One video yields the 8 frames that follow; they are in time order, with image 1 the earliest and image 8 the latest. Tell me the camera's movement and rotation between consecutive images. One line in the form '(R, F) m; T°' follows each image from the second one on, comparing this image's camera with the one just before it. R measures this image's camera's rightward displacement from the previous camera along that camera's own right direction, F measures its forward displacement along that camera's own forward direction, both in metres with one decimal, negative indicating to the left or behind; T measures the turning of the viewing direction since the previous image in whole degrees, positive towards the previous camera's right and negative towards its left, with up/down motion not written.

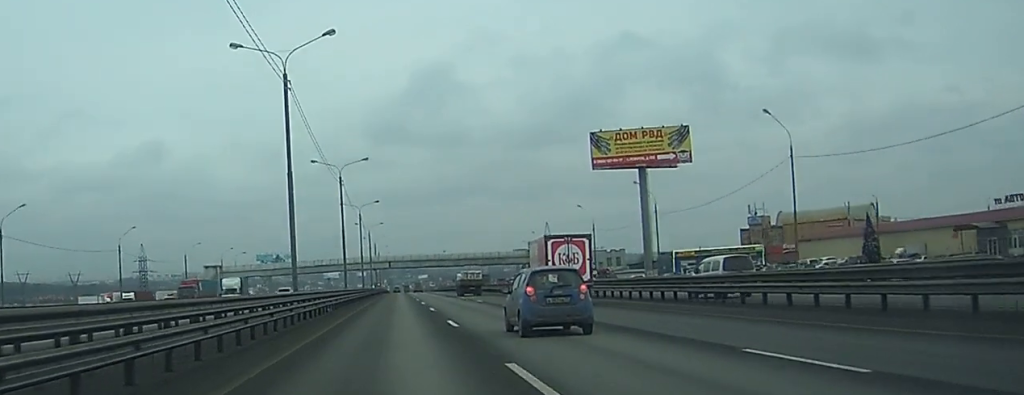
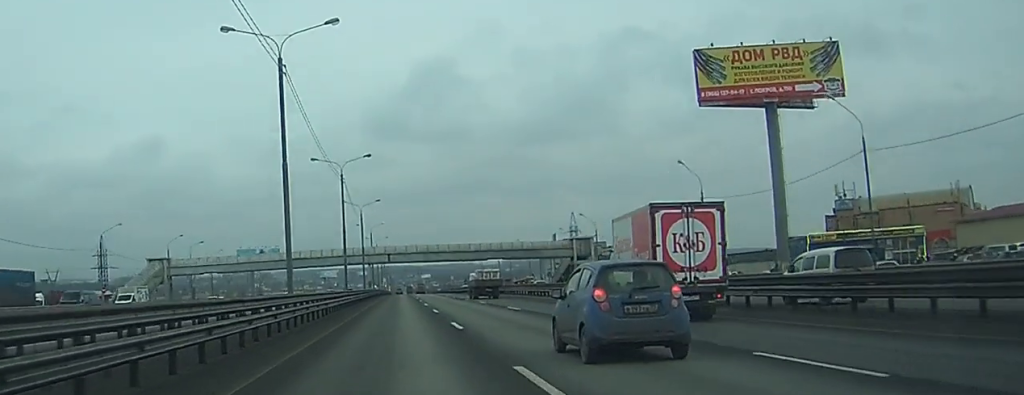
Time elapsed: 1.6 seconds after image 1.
(-0.1, +45.2) m; 0°
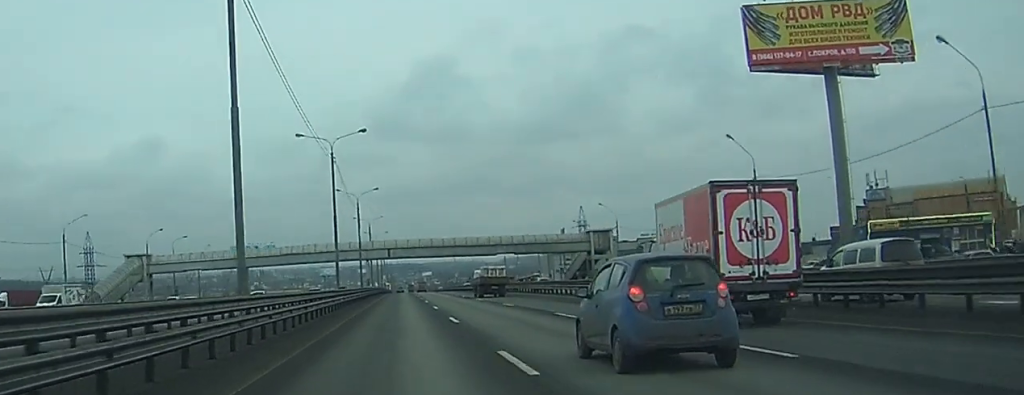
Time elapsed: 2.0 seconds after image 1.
(0.0, +11.8) m; 0°
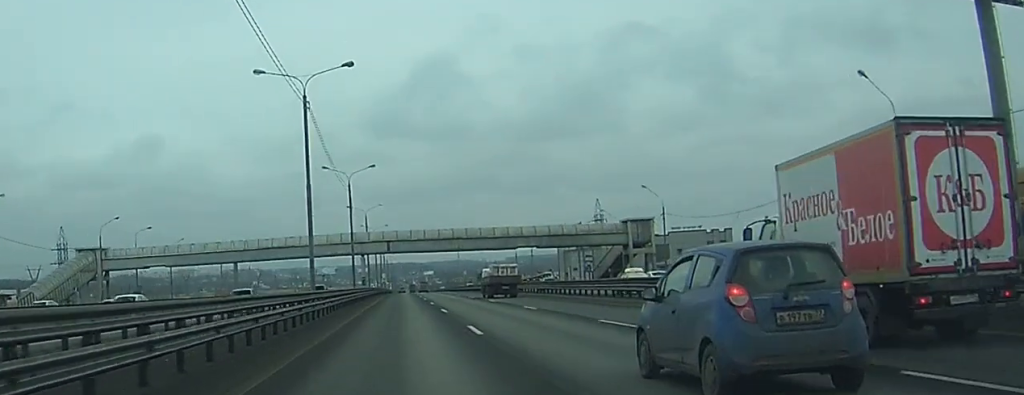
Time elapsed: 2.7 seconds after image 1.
(0.0, +19.2) m; +1°
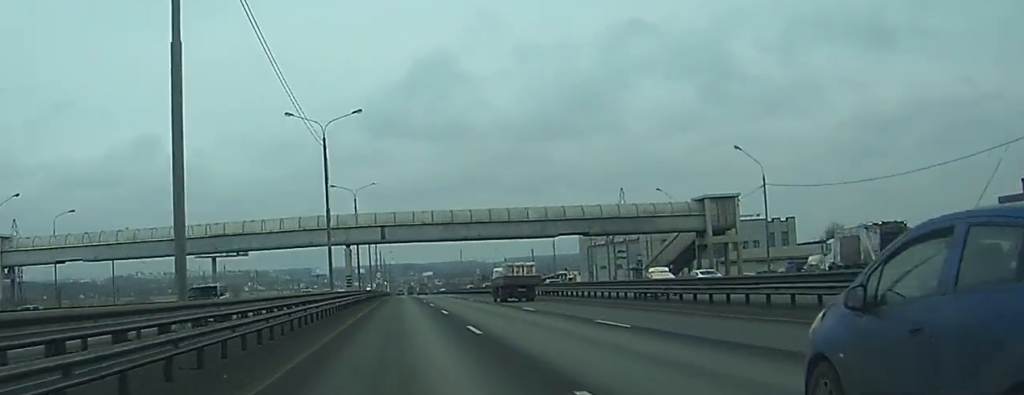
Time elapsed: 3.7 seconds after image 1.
(+0.4, +25.2) m; 0°
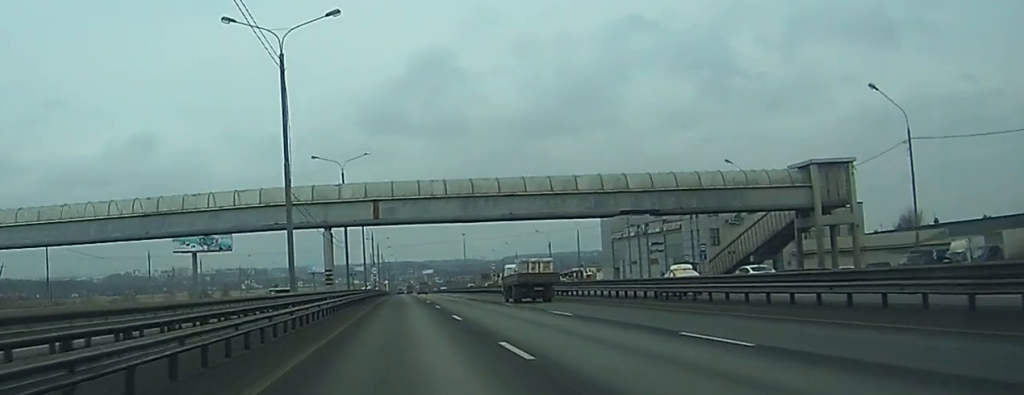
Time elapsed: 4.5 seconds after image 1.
(0.0, +20.5) m; -1°
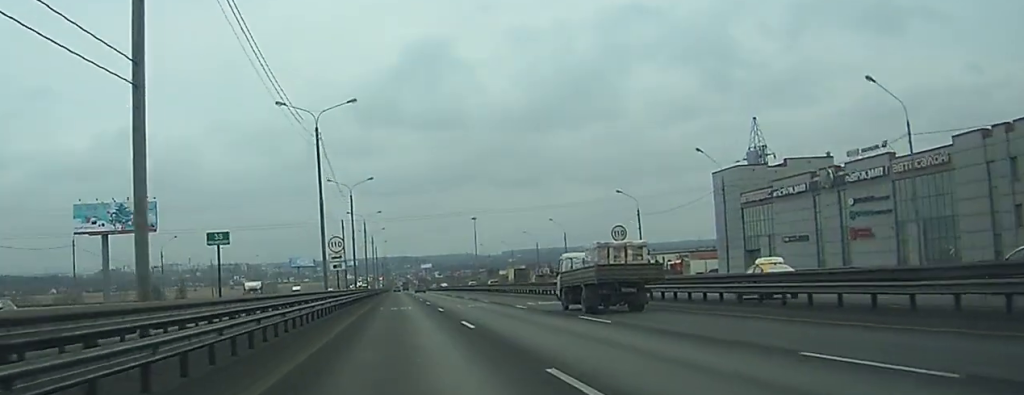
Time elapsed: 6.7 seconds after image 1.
(-0.5, +76.4) m; 0°
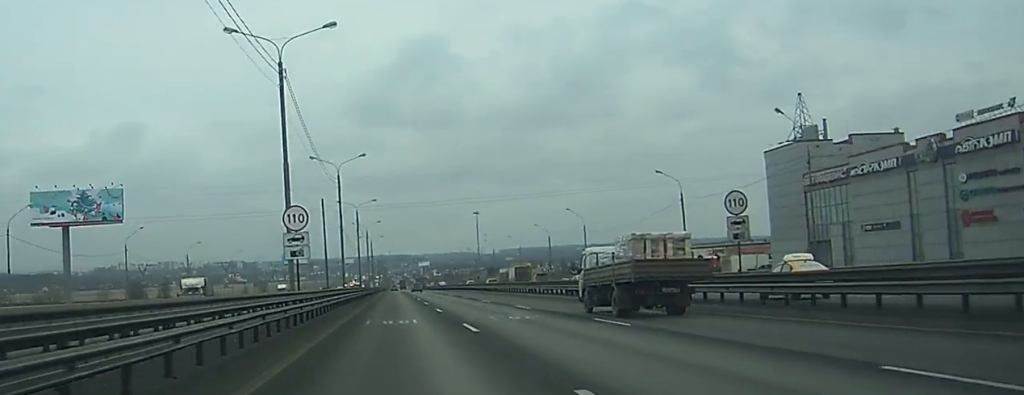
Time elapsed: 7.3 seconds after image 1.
(+0.1, +21.4) m; 0°
